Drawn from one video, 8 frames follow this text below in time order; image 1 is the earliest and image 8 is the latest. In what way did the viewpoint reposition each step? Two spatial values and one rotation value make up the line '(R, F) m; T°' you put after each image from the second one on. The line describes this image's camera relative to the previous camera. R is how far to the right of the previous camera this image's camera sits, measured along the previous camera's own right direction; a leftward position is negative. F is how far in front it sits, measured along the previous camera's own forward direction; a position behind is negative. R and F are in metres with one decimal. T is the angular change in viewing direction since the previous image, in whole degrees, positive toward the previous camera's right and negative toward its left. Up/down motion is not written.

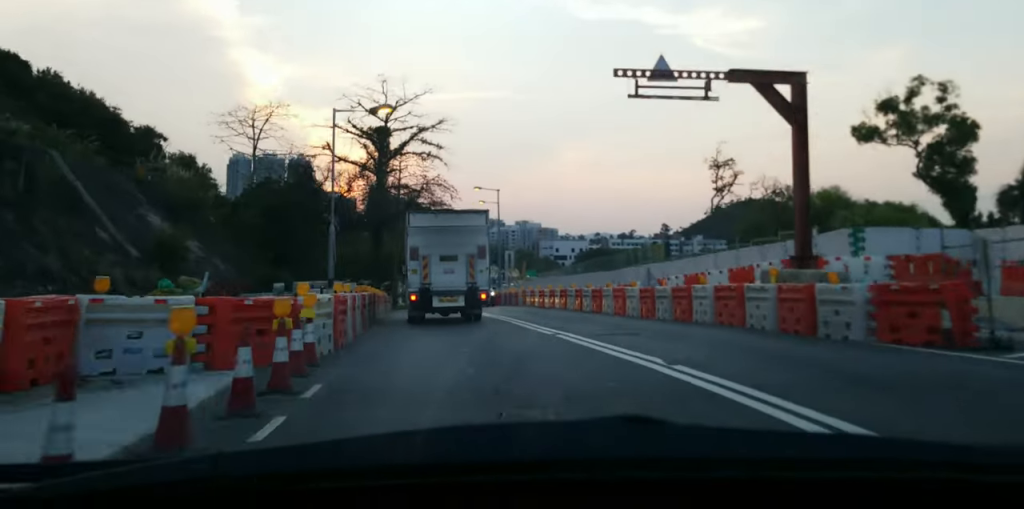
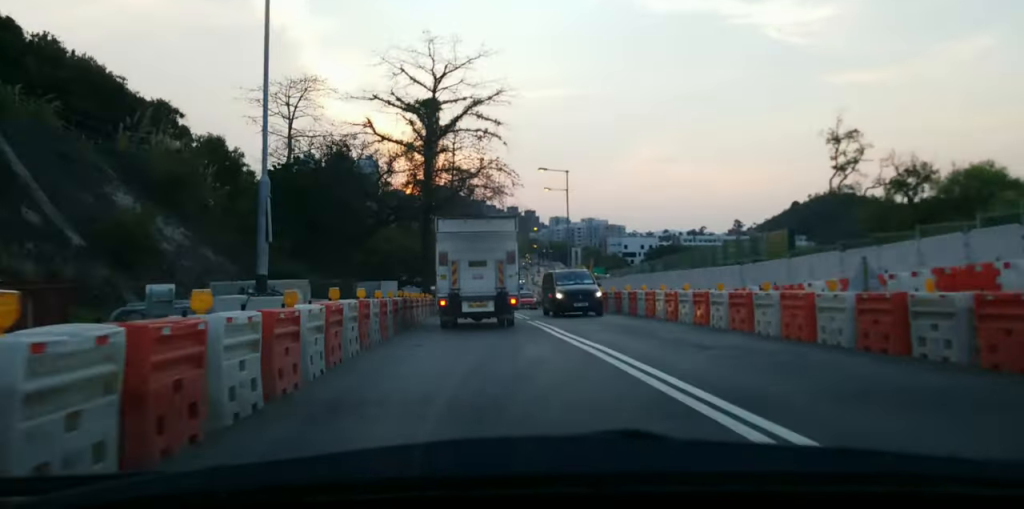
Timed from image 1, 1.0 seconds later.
(0.0, +12.0) m; -4°
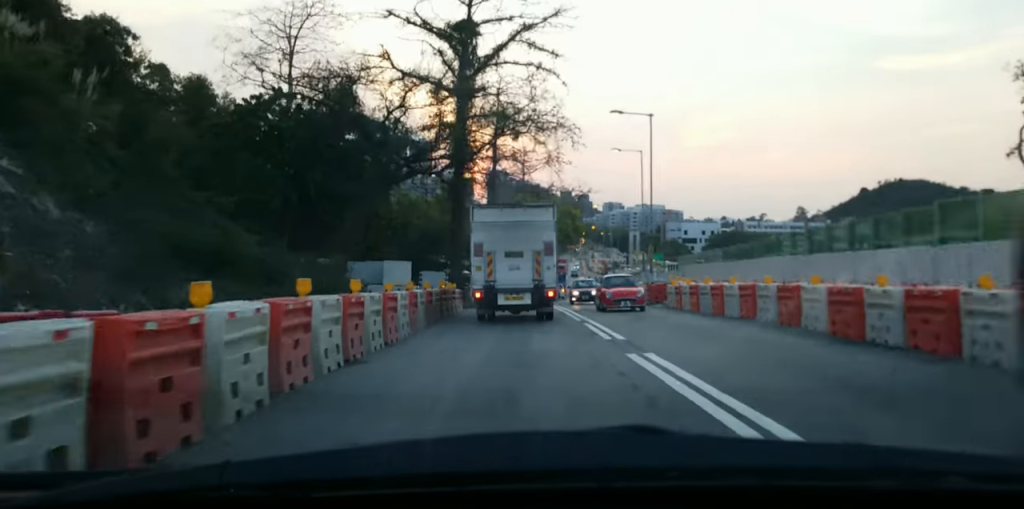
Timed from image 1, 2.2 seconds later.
(-1.4, +15.8) m; -7°
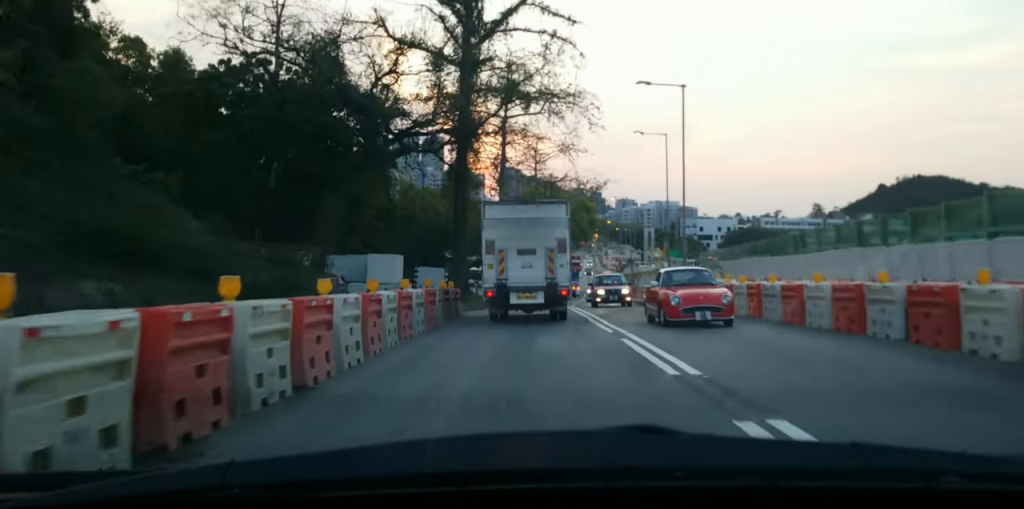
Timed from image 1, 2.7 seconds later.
(-0.1, +5.9) m; -1°
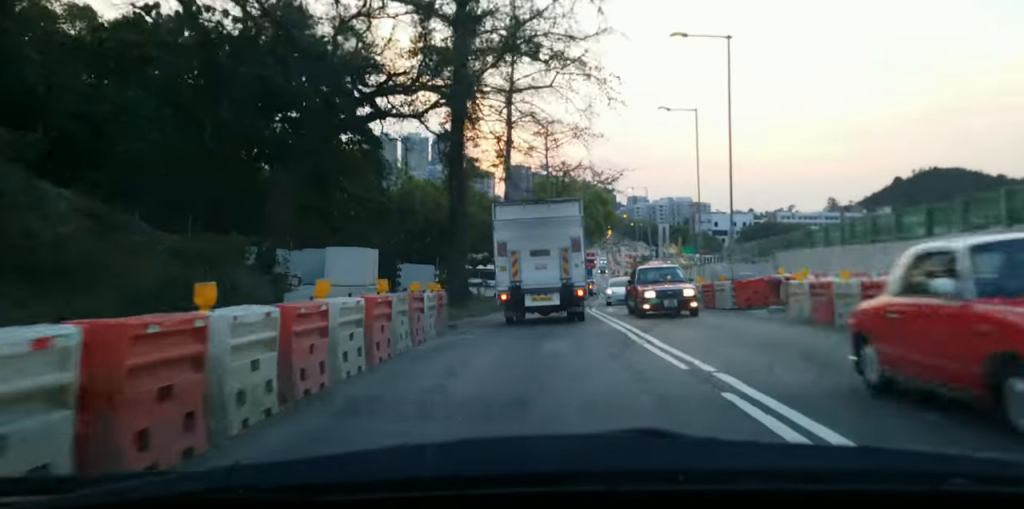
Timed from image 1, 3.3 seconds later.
(0.0, +6.8) m; 0°
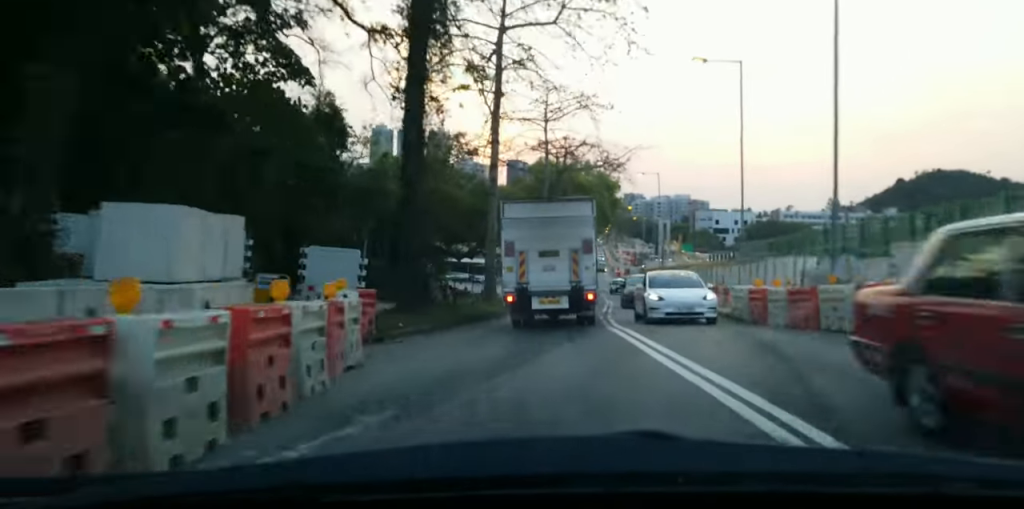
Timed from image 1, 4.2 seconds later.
(0.0, +10.5) m; 0°
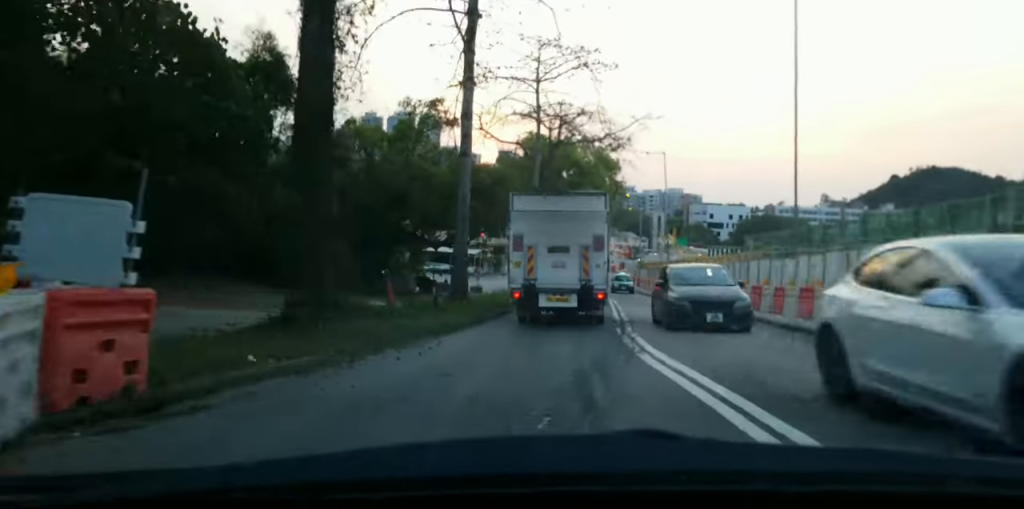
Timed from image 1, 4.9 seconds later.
(0.0, +8.5) m; 0°
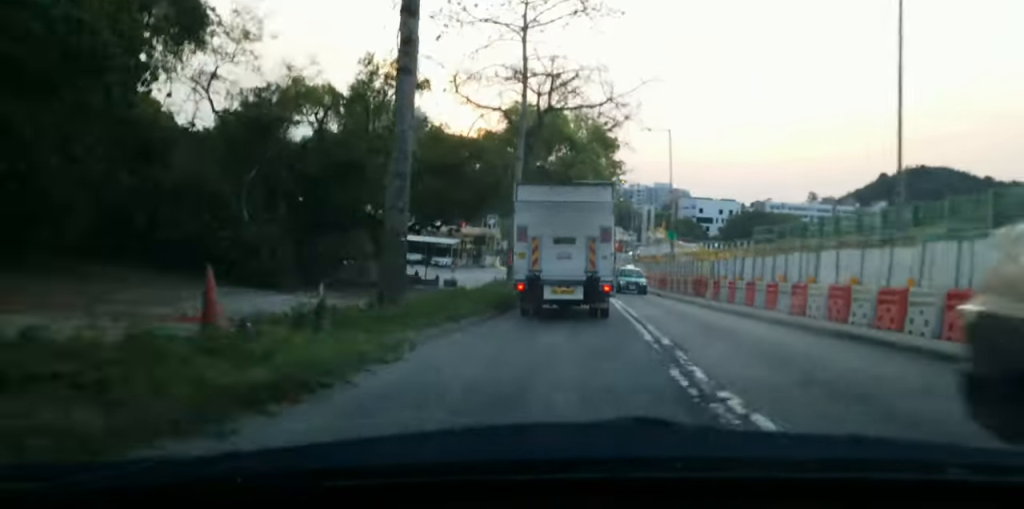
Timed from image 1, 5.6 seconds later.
(0.0, +8.8) m; +1°
